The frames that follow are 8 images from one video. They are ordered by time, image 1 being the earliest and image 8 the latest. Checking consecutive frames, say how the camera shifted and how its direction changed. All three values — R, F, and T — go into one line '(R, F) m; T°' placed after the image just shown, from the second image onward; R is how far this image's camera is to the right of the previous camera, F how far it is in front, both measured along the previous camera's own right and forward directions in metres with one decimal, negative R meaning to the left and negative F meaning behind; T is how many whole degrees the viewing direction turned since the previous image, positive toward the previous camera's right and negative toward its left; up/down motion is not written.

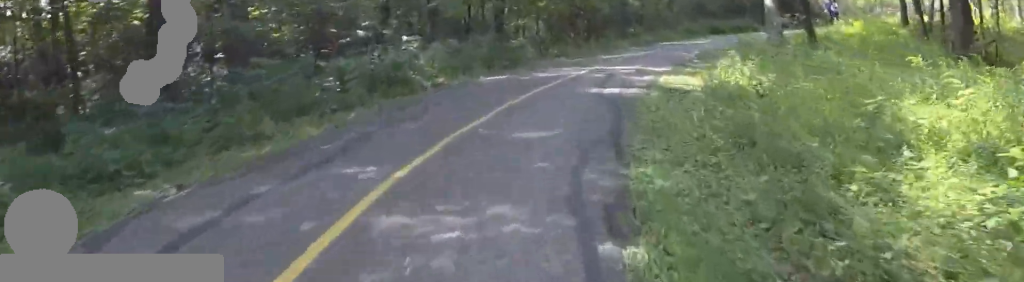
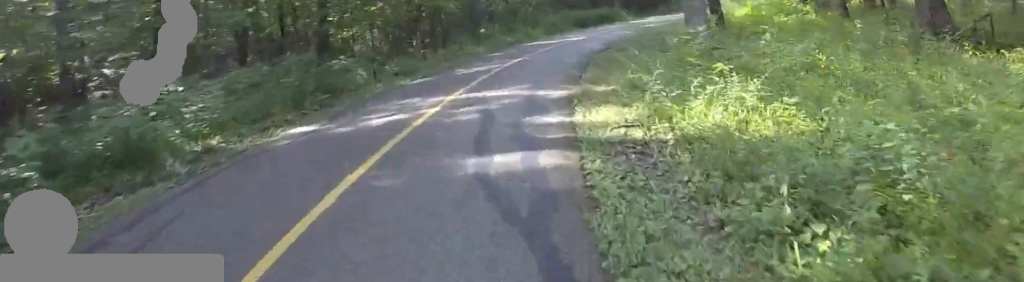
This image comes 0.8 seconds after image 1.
(+1.0, +5.0) m; +20°
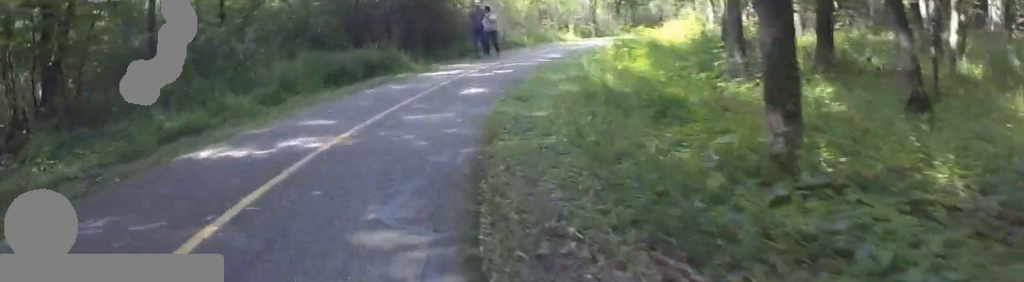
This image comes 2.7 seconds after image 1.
(+2.2, +11.1) m; +19°
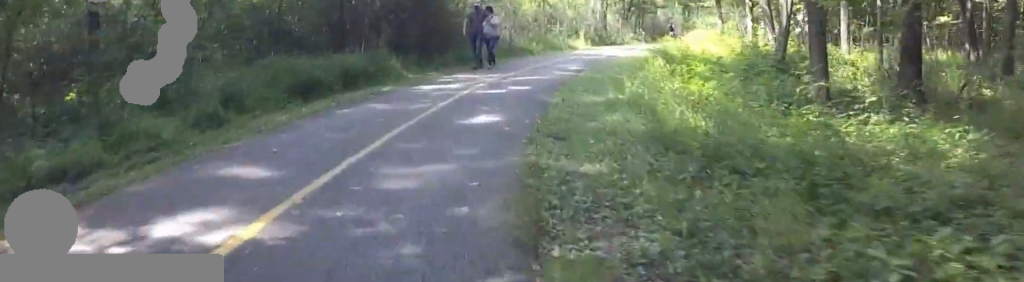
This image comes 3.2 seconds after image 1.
(+0.3, +2.6) m; +1°
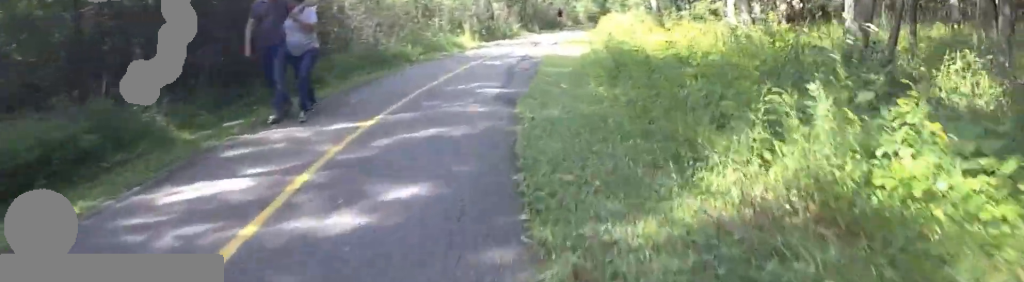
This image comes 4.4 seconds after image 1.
(0.0, +5.9) m; +8°
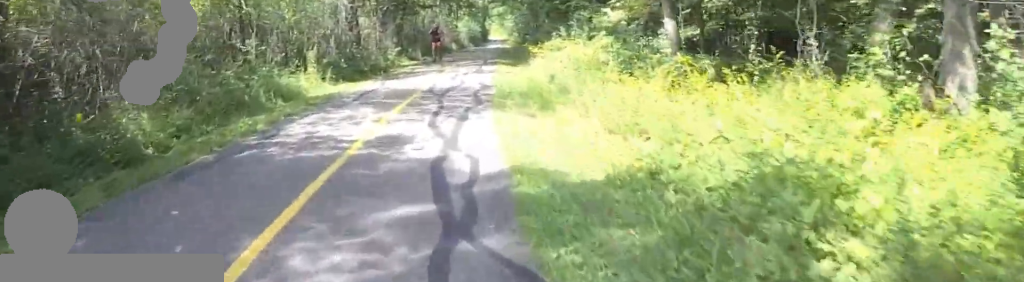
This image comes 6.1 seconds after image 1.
(+0.9, +8.4) m; +4°
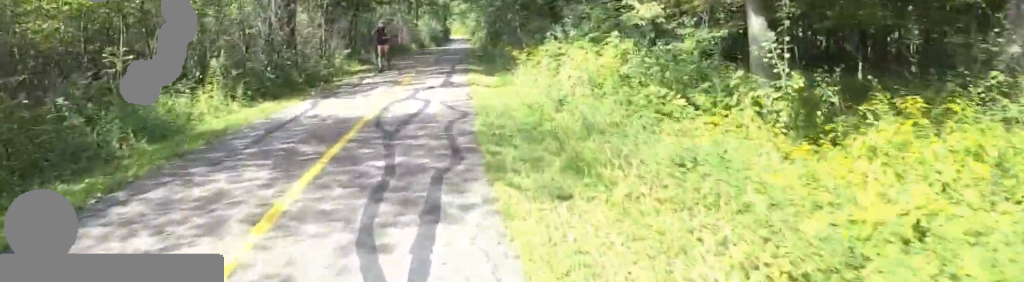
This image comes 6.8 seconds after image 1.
(-0.5, +3.4) m; -2°
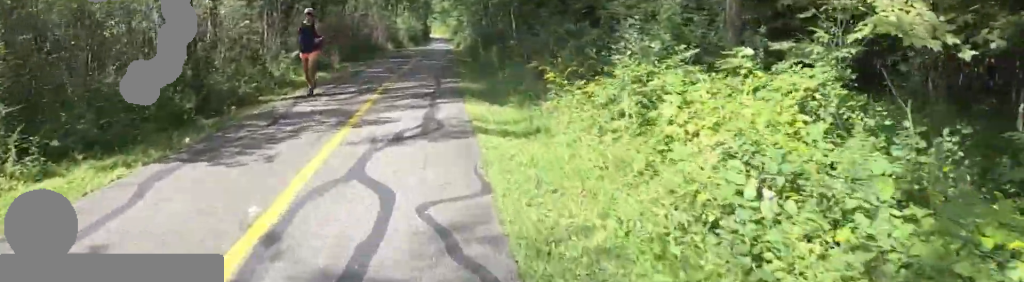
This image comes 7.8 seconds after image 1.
(+1.0, +4.7) m; -13°
